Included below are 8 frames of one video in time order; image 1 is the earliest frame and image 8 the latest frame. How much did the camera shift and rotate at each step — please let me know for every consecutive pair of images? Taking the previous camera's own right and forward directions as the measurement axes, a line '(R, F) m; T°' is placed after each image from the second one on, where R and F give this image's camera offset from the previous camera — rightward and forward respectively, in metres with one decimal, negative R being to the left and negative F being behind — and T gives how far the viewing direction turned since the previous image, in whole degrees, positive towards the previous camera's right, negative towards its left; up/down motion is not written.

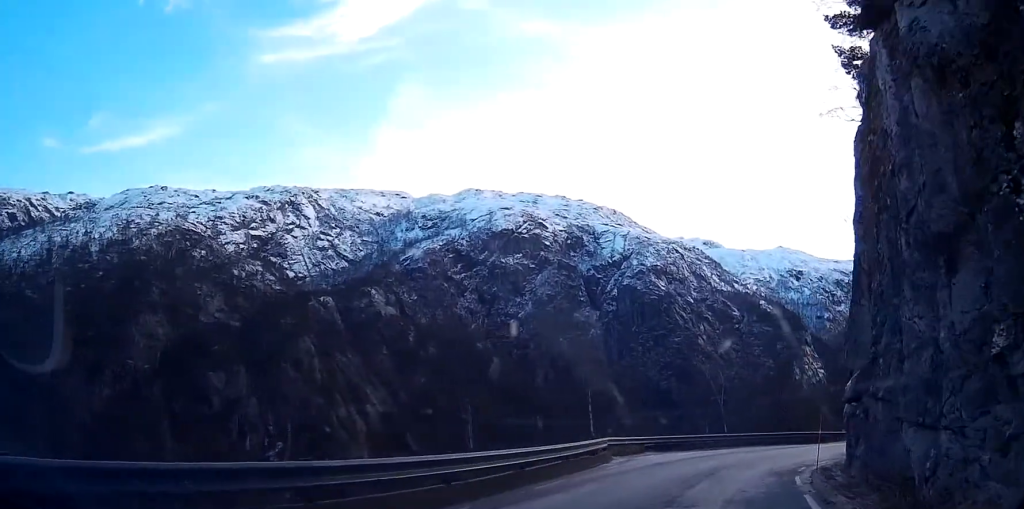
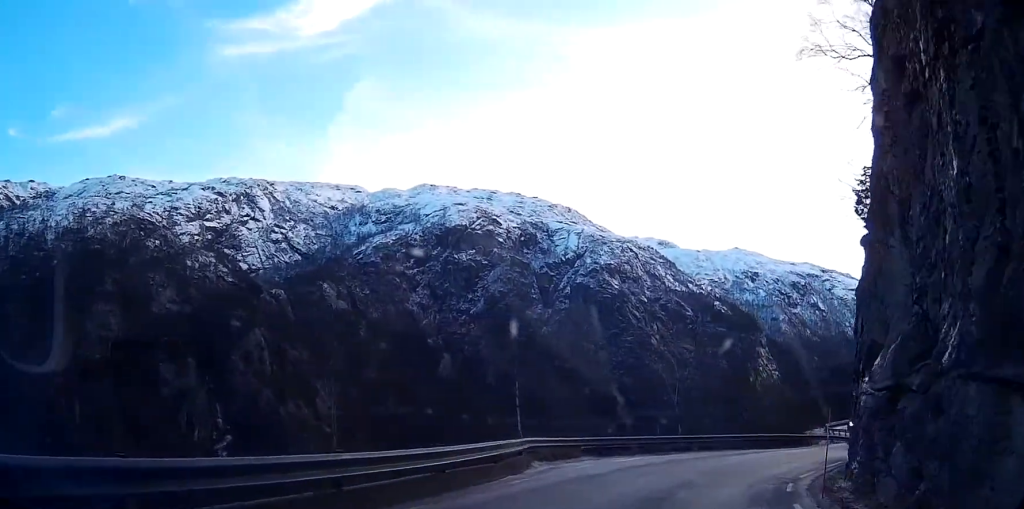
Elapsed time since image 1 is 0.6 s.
(+0.4, +7.3) m; +4°
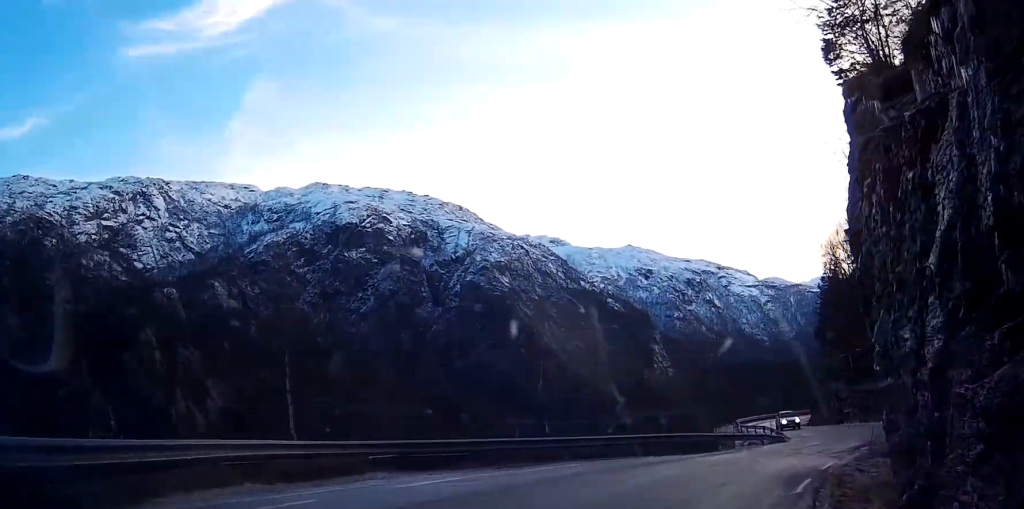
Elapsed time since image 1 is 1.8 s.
(+0.9, +13.4) m; +6°
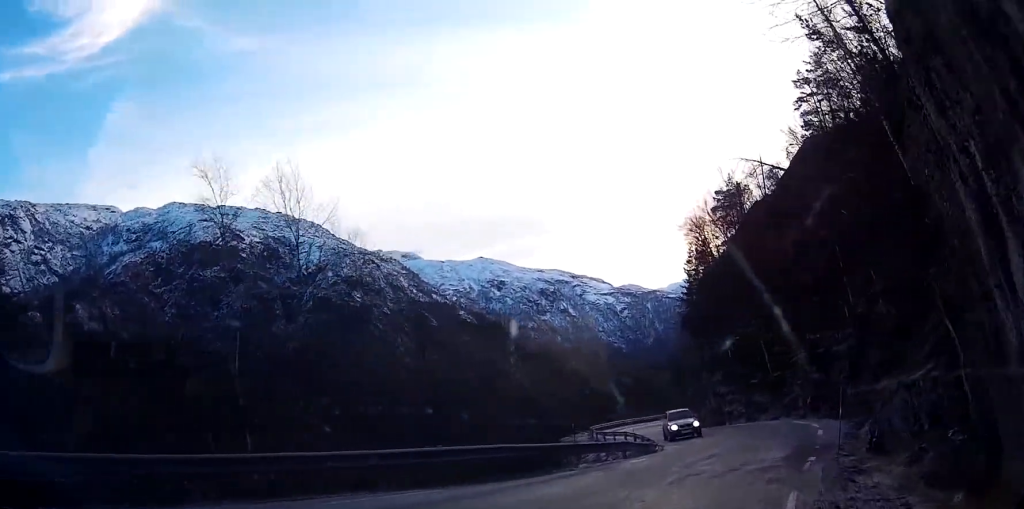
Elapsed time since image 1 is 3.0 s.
(+0.4, +14.0) m; +8°
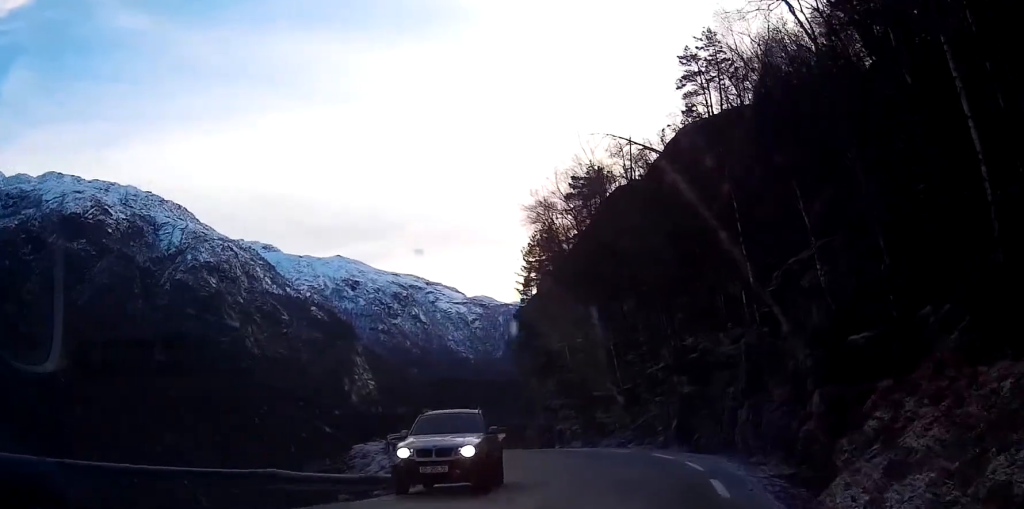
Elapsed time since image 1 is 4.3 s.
(+2.0, +14.3) m; +12°
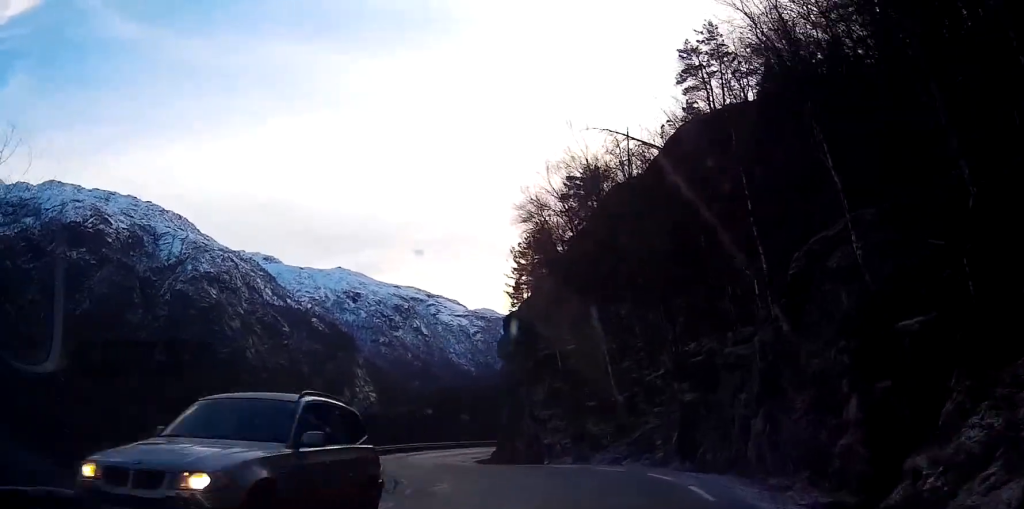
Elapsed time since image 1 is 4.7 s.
(+0.3, +4.1) m; 0°
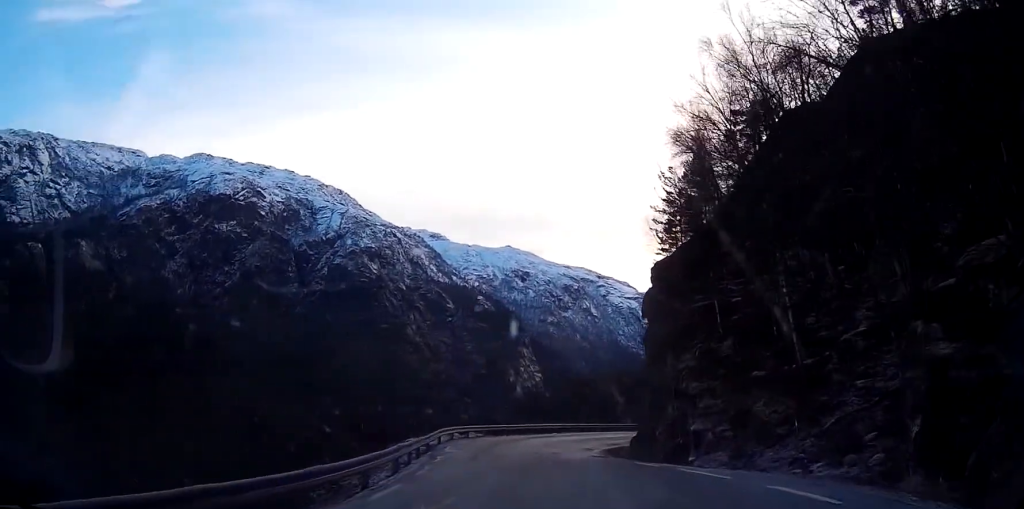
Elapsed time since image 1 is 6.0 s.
(-0.3, +12.9) m; -5°
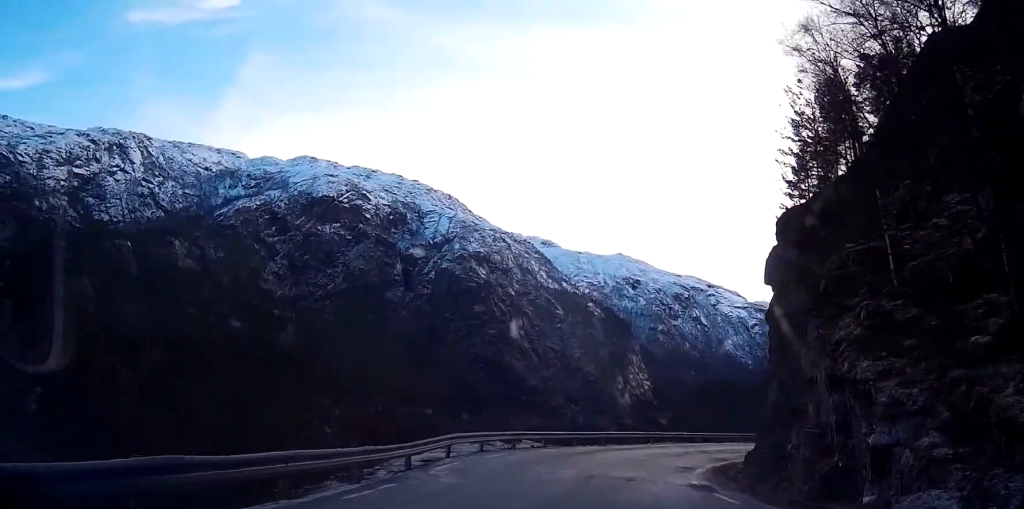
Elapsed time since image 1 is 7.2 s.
(-0.6, +11.9) m; -5°
